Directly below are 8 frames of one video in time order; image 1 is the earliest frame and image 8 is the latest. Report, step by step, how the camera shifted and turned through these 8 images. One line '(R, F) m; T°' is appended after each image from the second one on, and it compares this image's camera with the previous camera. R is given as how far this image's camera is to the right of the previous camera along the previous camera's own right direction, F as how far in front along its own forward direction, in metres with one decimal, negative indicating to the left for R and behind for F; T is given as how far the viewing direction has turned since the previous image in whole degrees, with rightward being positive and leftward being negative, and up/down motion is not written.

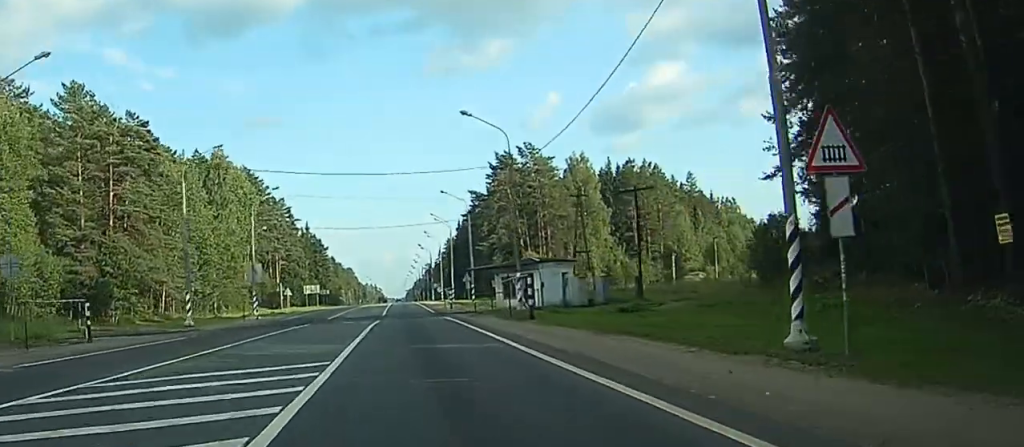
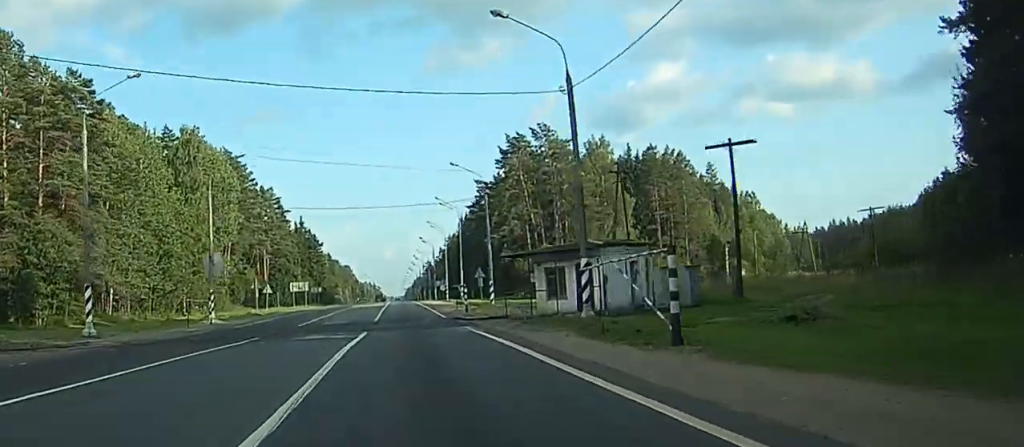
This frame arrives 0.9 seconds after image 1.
(+0.5, +16.3) m; +2°
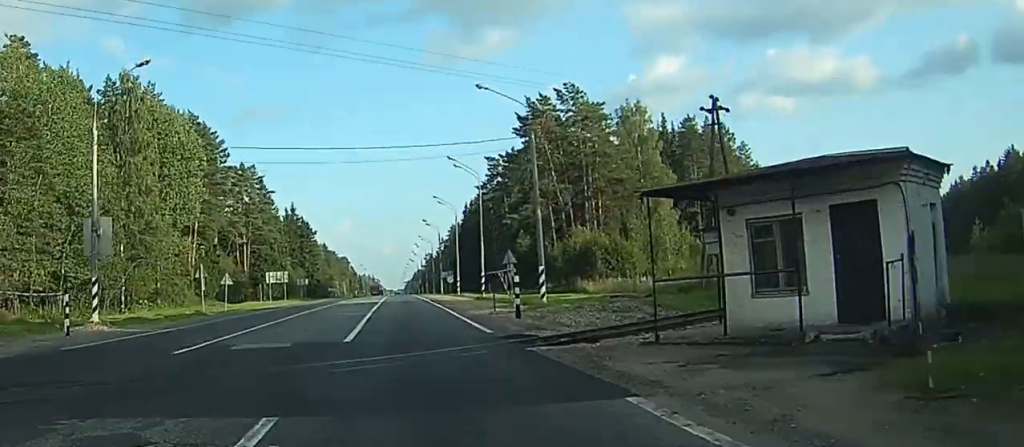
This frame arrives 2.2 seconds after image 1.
(+0.2, +22.1) m; 0°
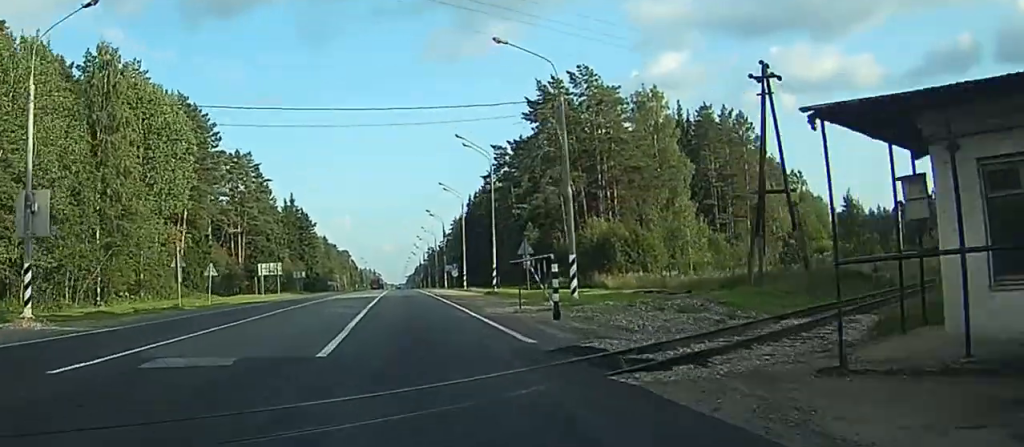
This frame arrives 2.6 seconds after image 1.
(-0.1, +7.7) m; 0°
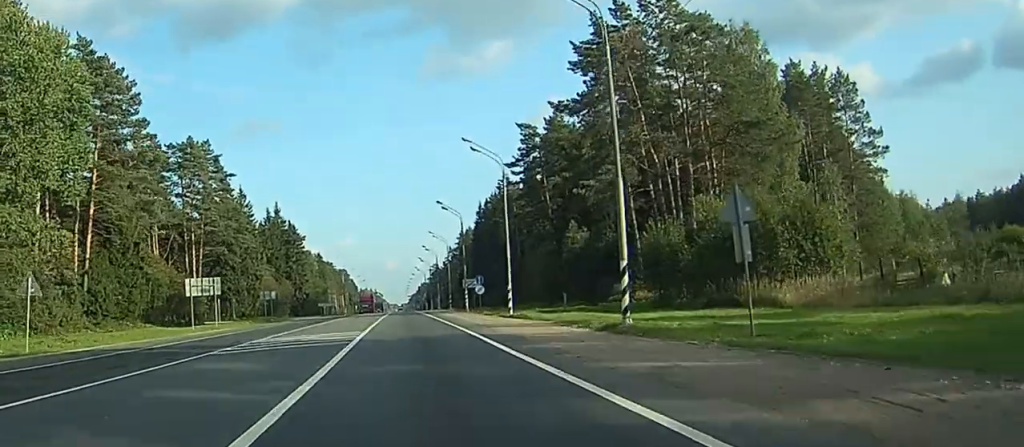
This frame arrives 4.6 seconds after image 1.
(-0.2, +39.7) m; 0°
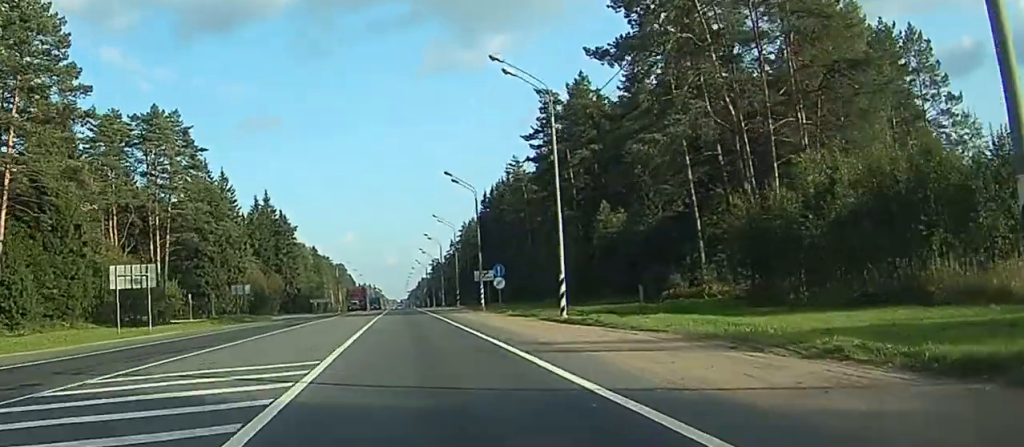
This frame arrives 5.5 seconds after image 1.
(0.0, +19.6) m; 0°
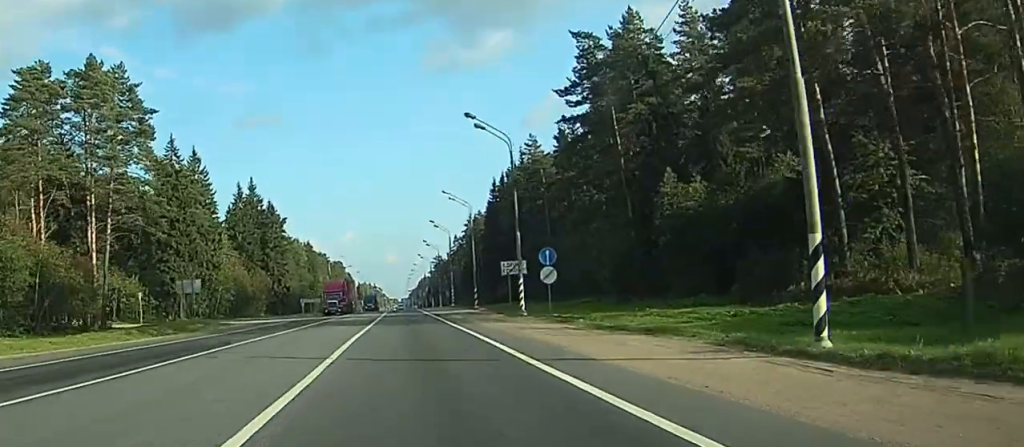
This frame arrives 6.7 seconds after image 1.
(0.0, +23.8) m; 0°
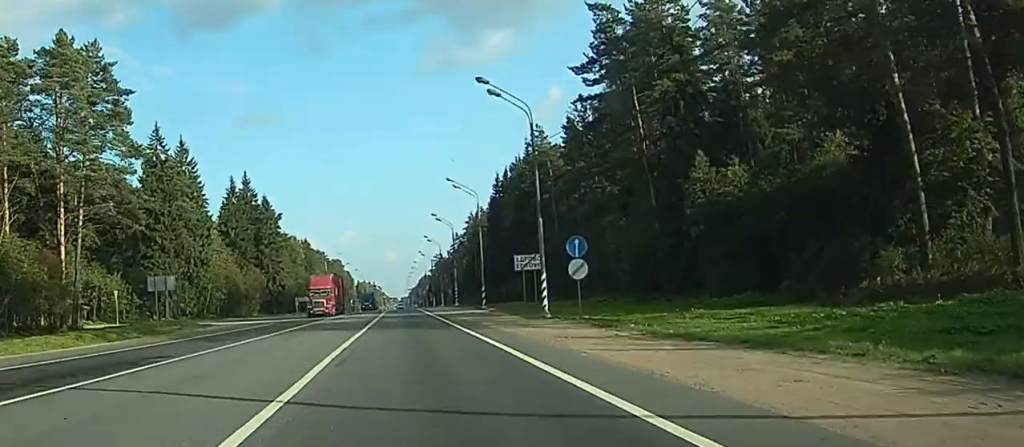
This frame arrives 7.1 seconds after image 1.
(0.0, +8.0) m; 0°
